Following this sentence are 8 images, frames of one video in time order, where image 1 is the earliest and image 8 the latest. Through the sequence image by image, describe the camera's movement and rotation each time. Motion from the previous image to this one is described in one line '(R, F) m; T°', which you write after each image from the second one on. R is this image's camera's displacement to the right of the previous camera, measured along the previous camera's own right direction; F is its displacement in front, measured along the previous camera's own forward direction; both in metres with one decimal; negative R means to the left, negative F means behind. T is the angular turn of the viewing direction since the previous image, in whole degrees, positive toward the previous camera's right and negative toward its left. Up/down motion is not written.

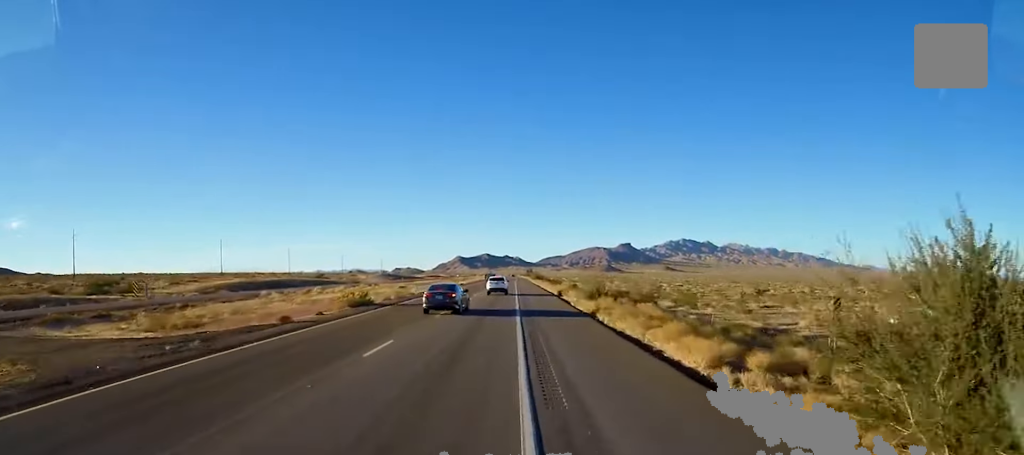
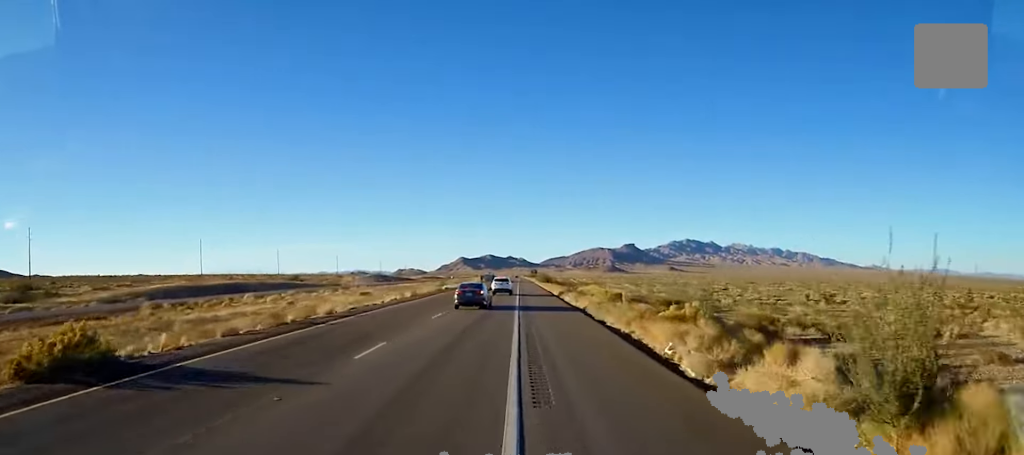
(+0.2, +28.9) m; 0°
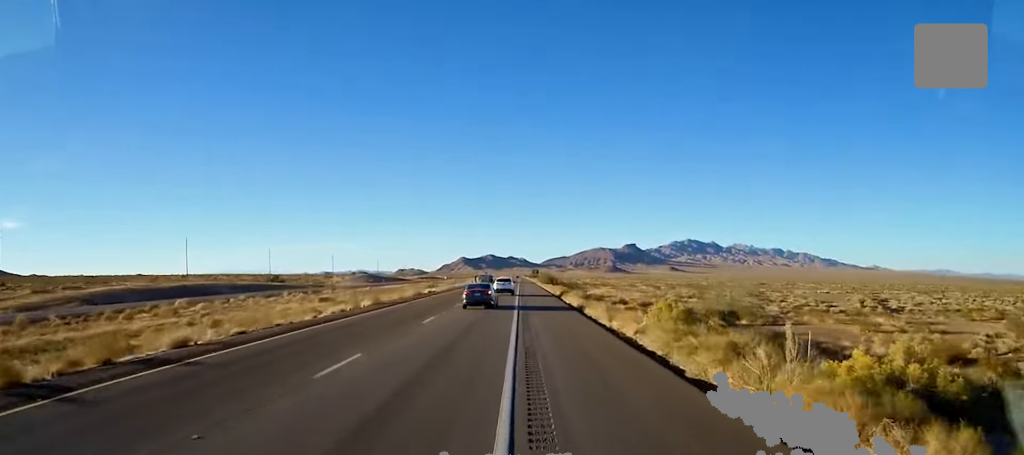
(-0.1, +15.8) m; 0°
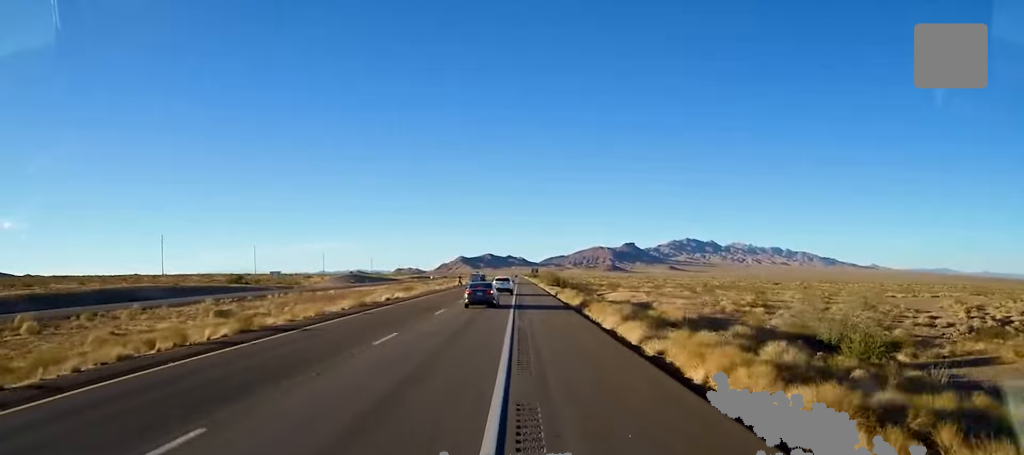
(-0.1, +20.4) m; 0°
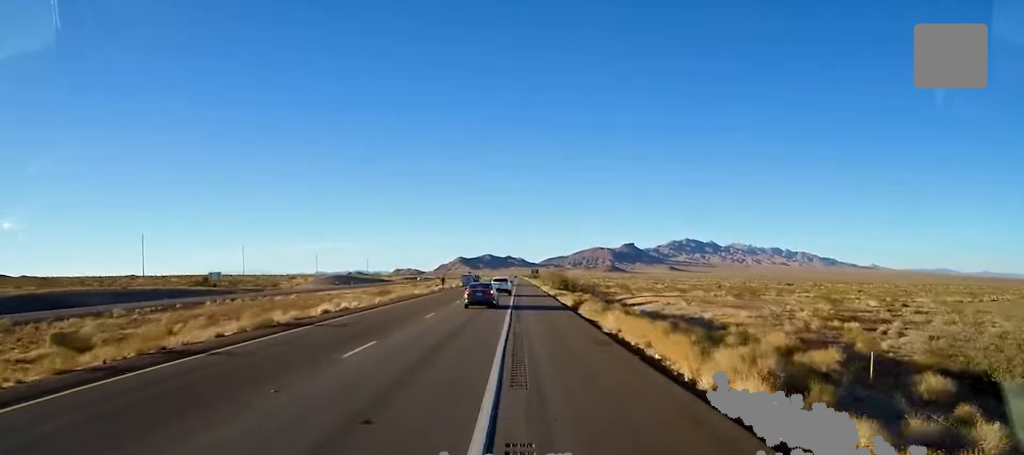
(0.0, +15.0) m; 0°
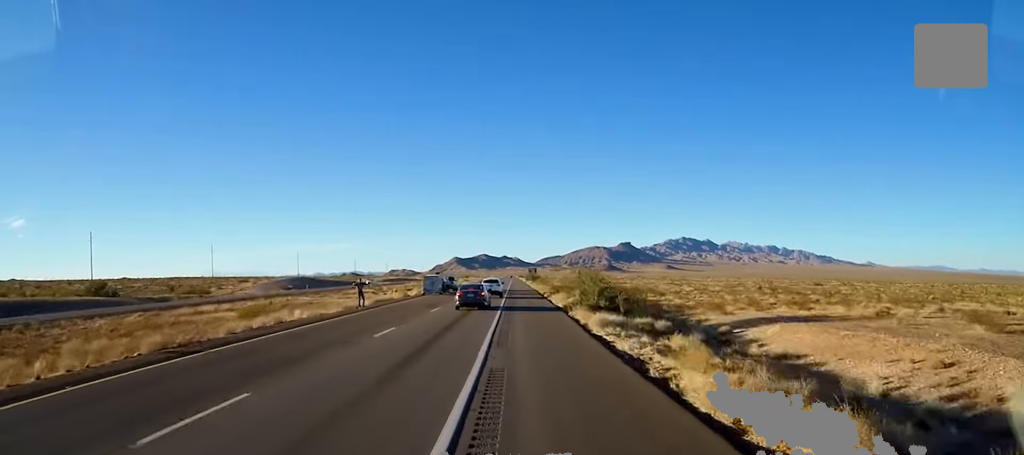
(0.0, +33.7) m; 0°
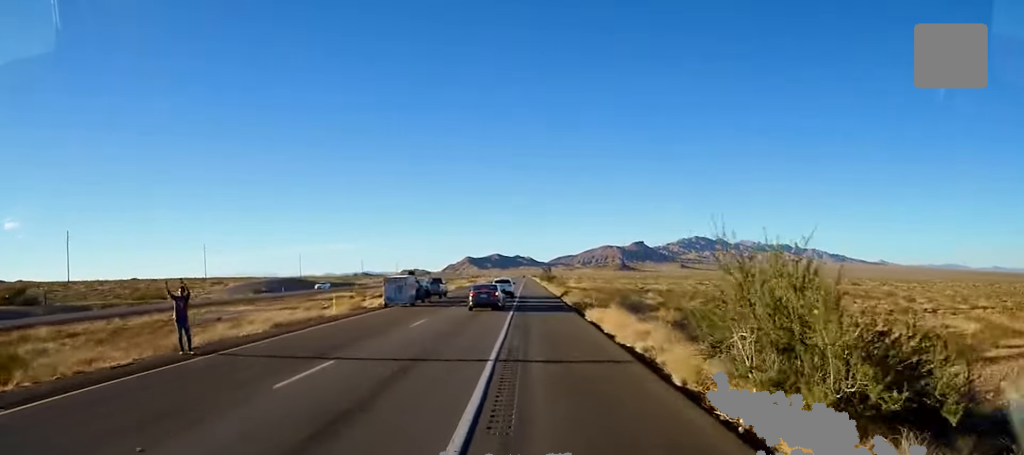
(0.0, +21.8) m; 0°
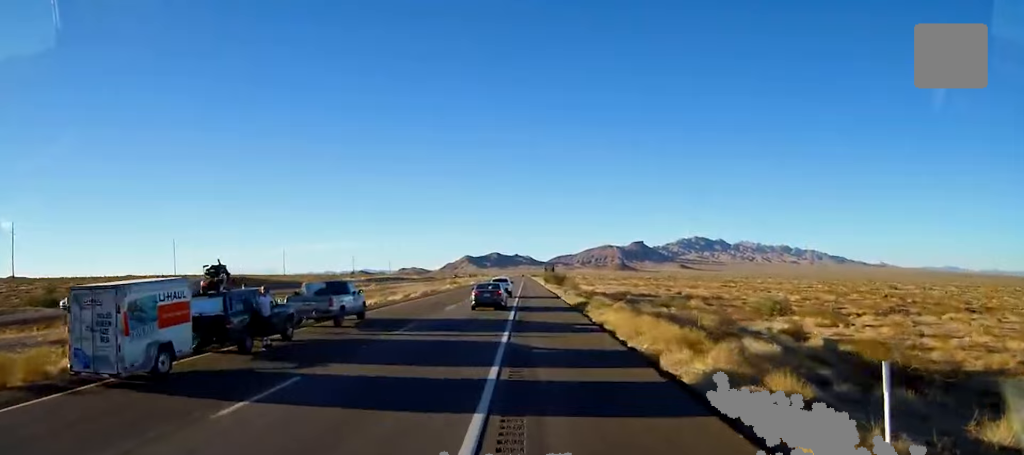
(-0.2, +28.4) m; -1°
